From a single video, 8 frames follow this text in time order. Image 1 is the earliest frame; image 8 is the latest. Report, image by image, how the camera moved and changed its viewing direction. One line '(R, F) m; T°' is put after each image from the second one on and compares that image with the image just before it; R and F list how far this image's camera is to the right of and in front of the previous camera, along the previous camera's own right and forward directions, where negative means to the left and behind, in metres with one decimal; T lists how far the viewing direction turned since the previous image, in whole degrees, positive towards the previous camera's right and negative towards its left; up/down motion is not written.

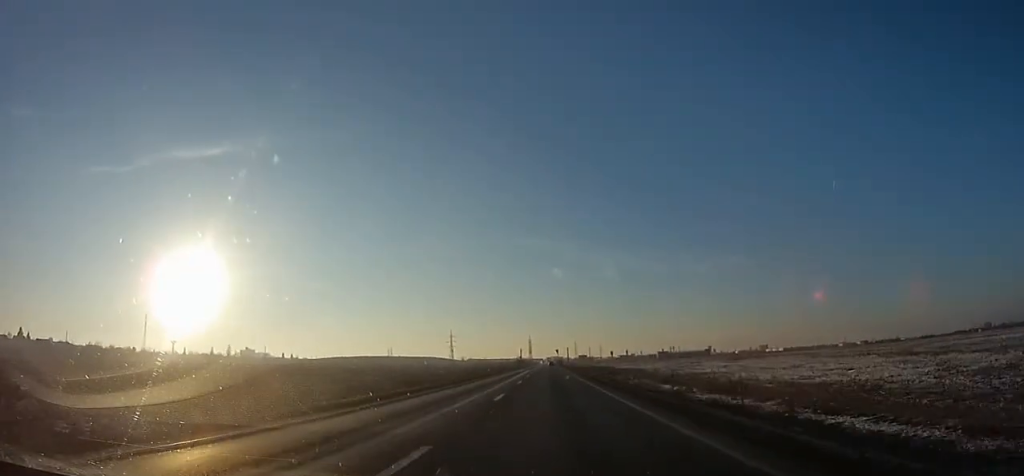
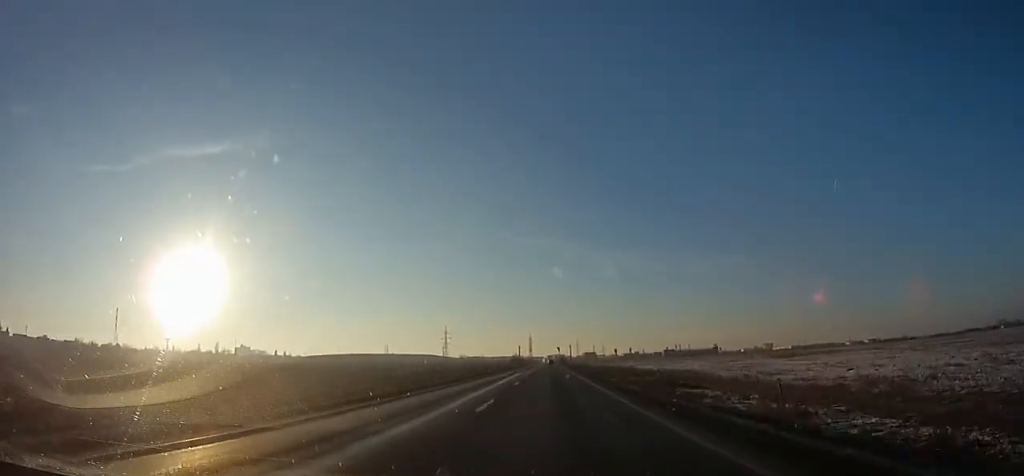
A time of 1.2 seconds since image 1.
(0.0, +27.1) m; -1°
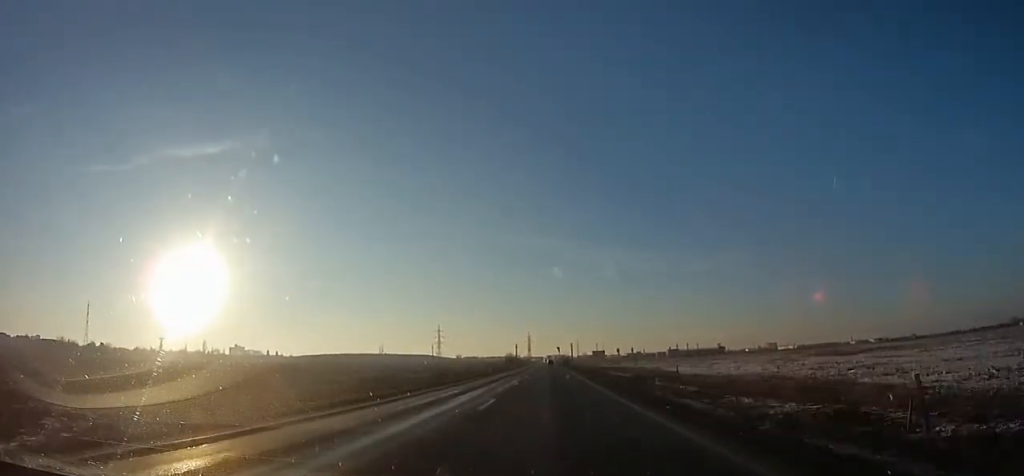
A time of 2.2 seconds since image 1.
(+0.2, +23.2) m; -1°
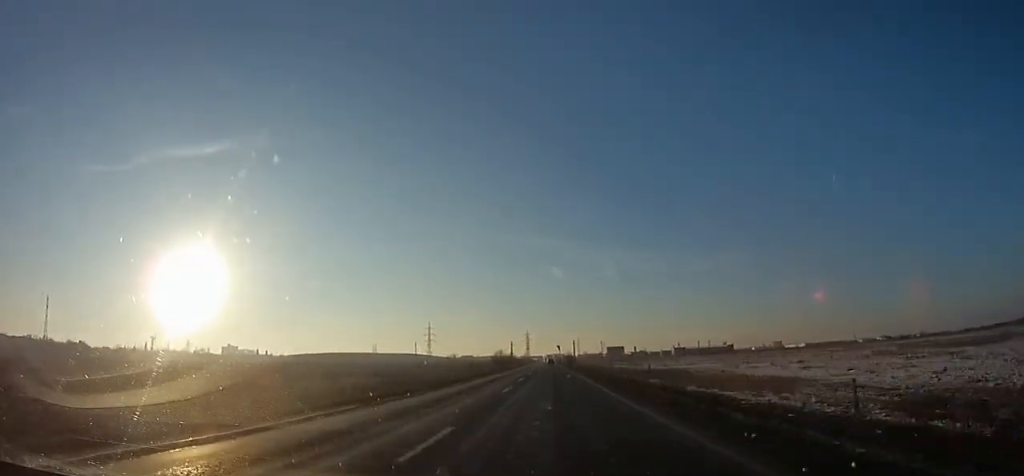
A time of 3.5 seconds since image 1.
(-1.0, +30.0) m; 0°
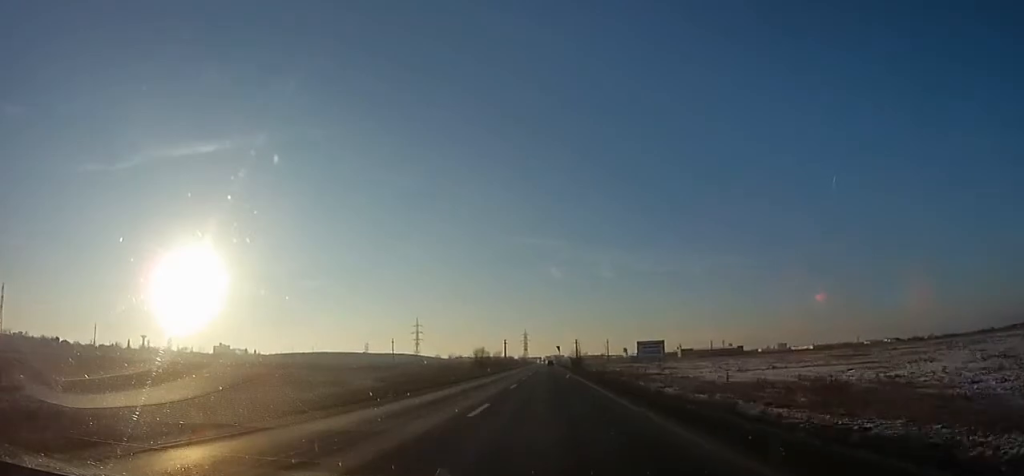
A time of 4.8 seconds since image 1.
(+0.2, +30.0) m; +1°
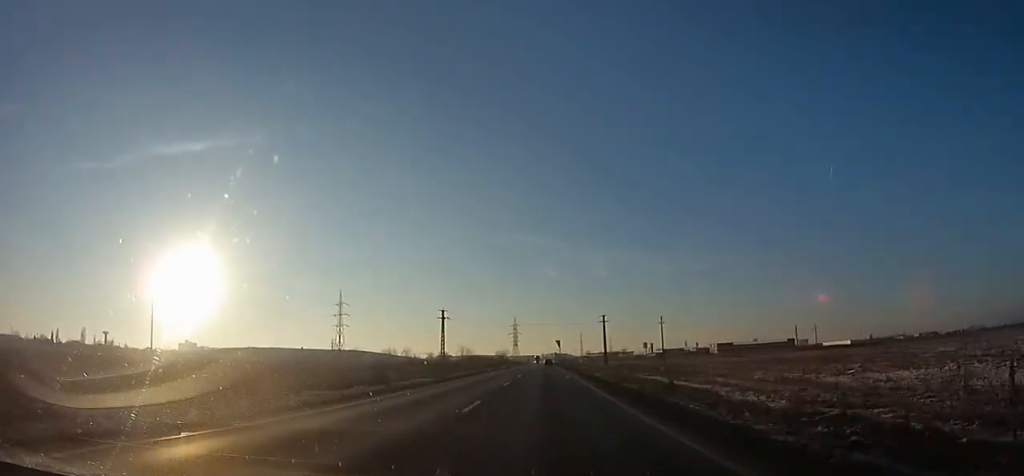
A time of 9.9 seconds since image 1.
(+2.3, +116.4) m; -1°
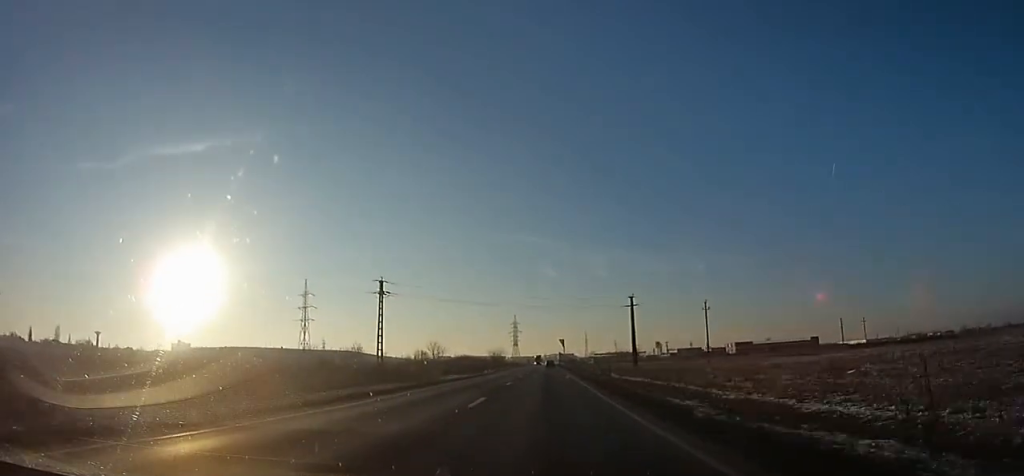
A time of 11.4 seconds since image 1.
(-1.1, +32.8) m; 0°
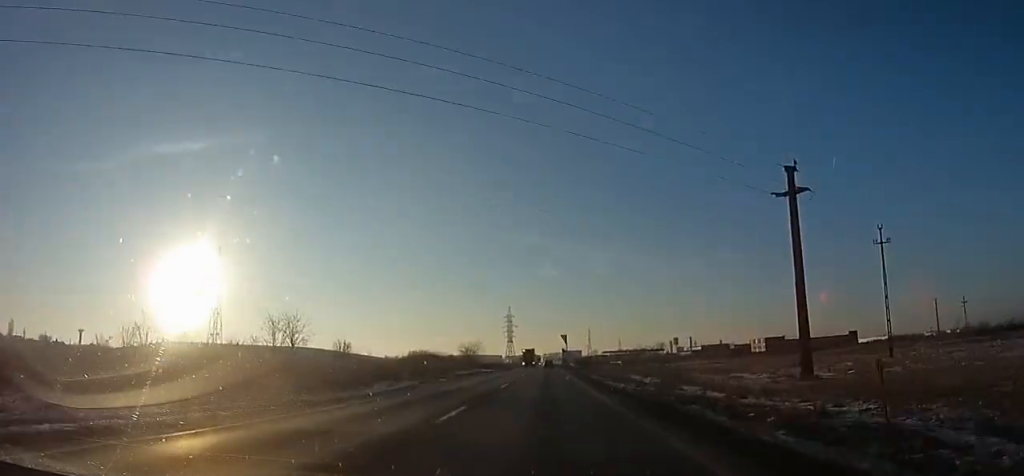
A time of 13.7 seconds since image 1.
(+0.8, +49.9) m; +2°
